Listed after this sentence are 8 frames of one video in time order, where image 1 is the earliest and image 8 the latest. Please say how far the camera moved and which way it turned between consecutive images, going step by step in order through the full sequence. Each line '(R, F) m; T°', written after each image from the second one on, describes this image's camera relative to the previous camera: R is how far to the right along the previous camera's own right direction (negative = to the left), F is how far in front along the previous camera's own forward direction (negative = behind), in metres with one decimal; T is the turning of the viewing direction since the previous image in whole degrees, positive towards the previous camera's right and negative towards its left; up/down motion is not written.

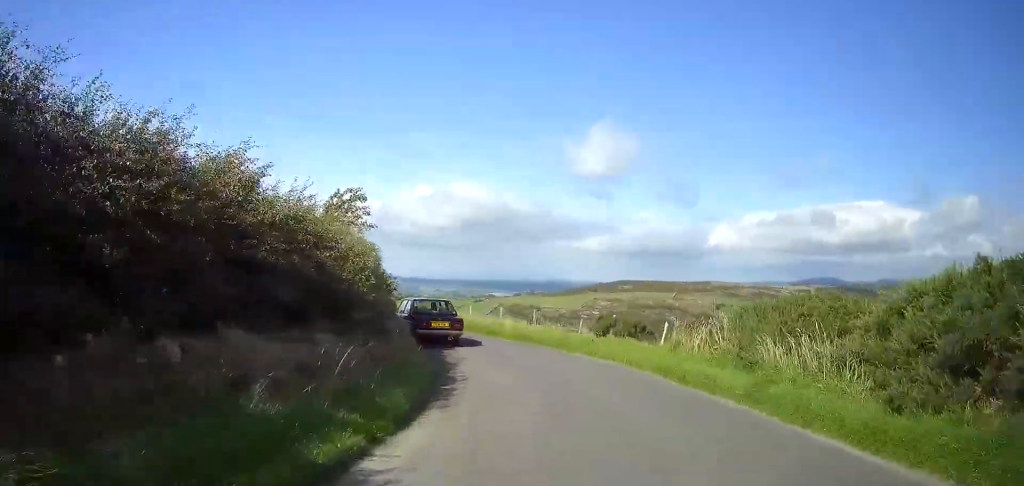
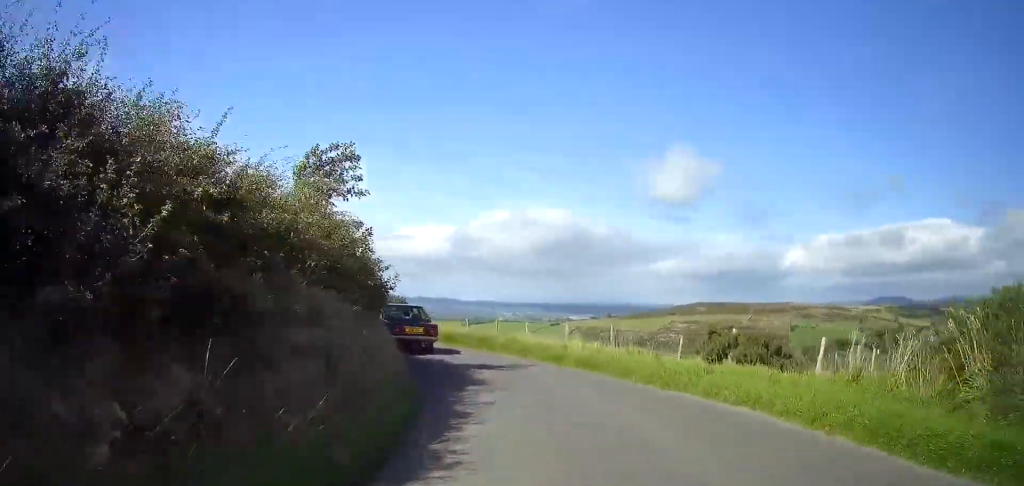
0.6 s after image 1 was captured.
(-0.2, +7.2) m; -9°
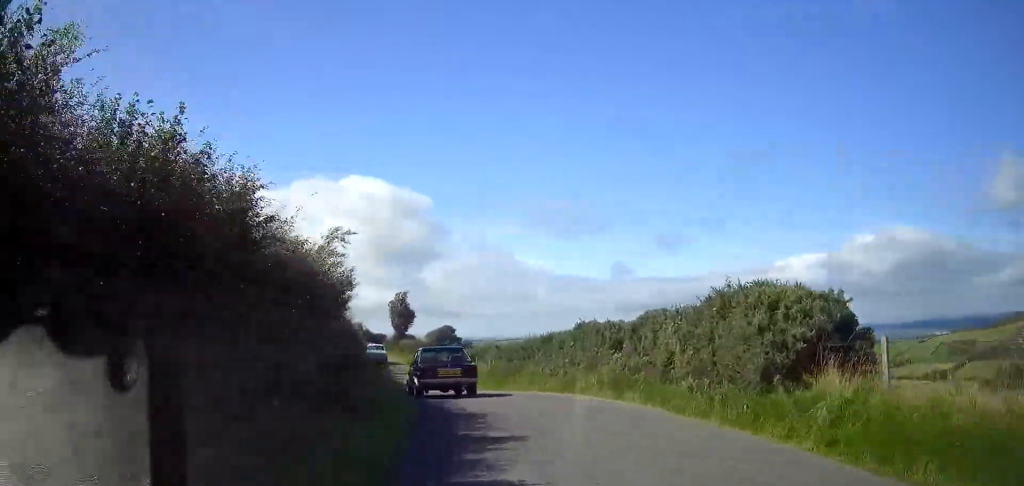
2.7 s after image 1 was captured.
(-5.9, +22.3) m; -28°
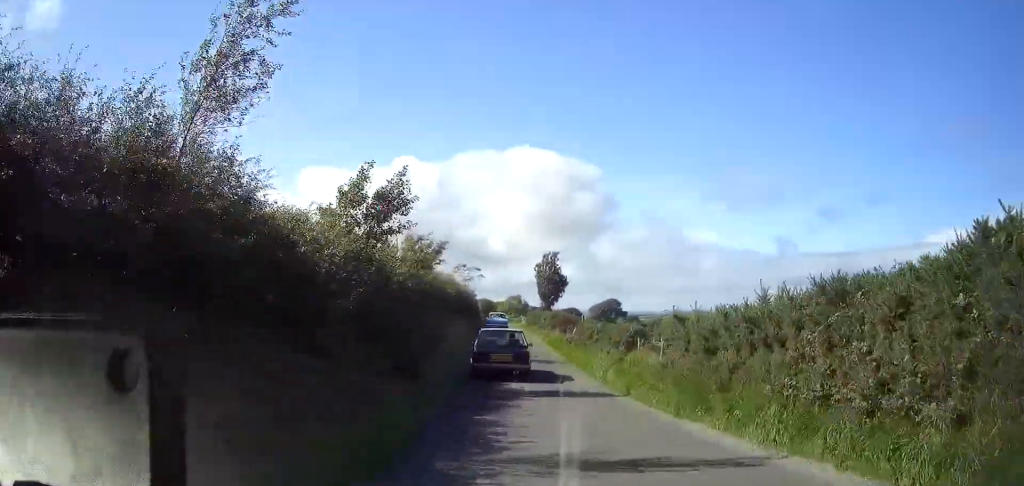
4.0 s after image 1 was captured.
(-1.8, +13.9) m; -11°
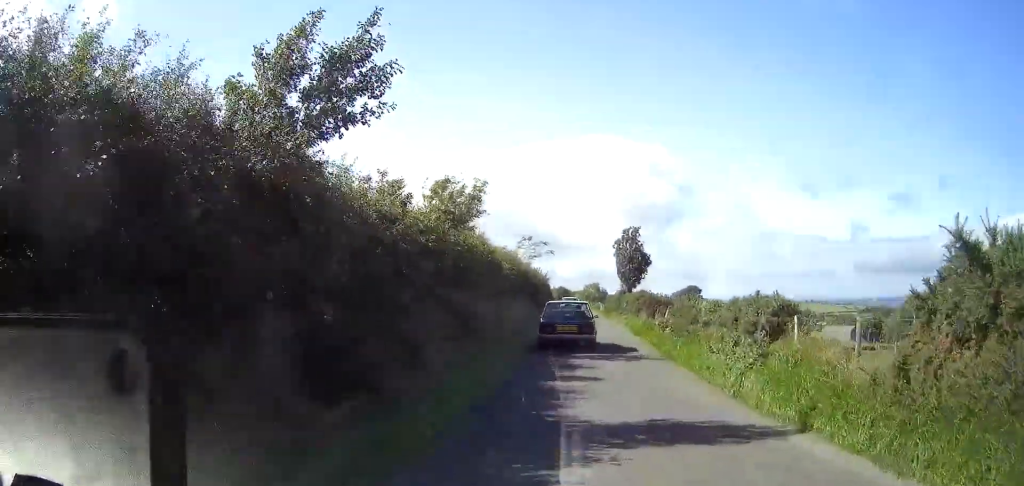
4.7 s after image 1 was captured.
(-0.4, +7.9) m; -3°
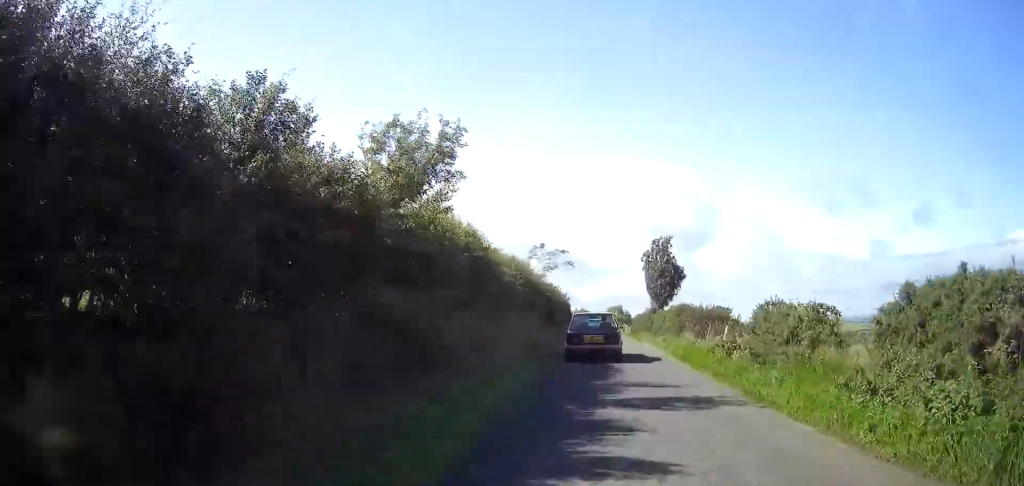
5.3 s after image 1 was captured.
(0.0, +6.7) m; 0°
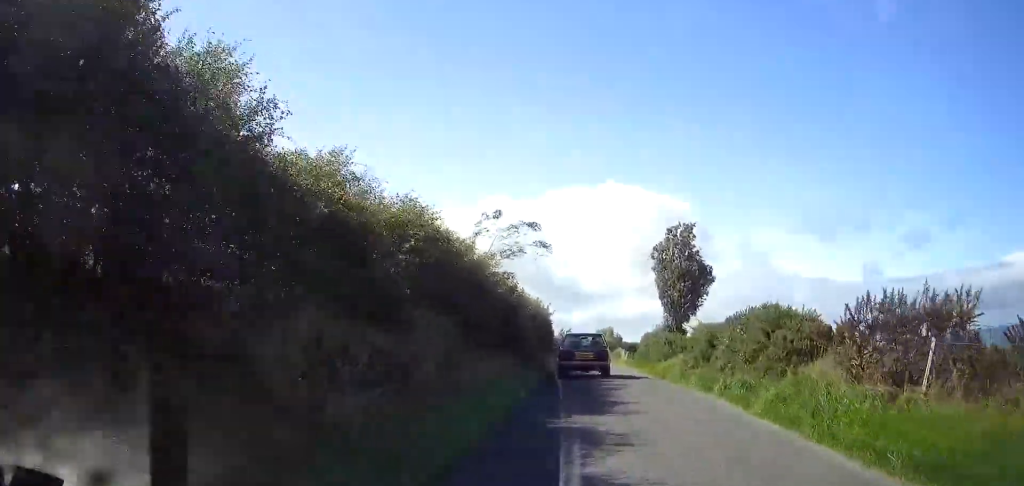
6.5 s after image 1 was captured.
(0.0, +14.2) m; 0°
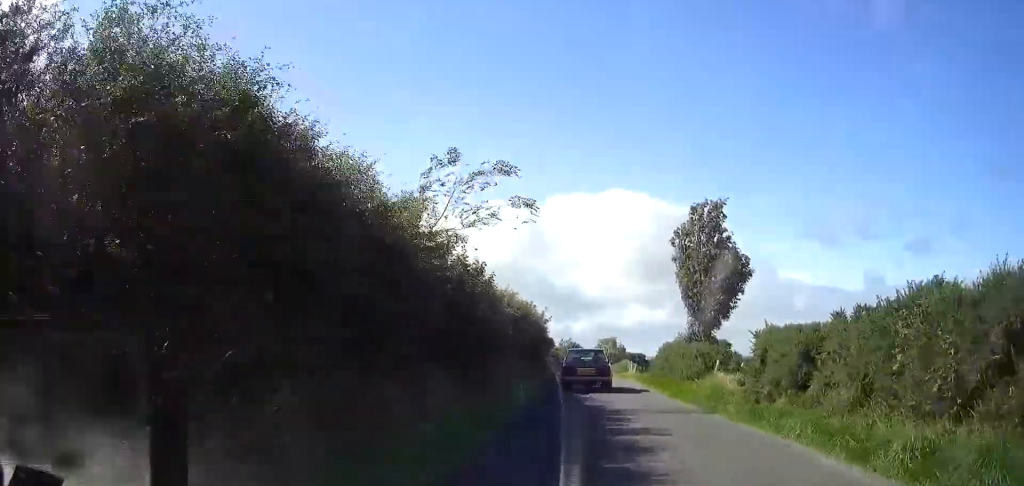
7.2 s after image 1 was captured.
(0.0, +7.2) m; 0°
